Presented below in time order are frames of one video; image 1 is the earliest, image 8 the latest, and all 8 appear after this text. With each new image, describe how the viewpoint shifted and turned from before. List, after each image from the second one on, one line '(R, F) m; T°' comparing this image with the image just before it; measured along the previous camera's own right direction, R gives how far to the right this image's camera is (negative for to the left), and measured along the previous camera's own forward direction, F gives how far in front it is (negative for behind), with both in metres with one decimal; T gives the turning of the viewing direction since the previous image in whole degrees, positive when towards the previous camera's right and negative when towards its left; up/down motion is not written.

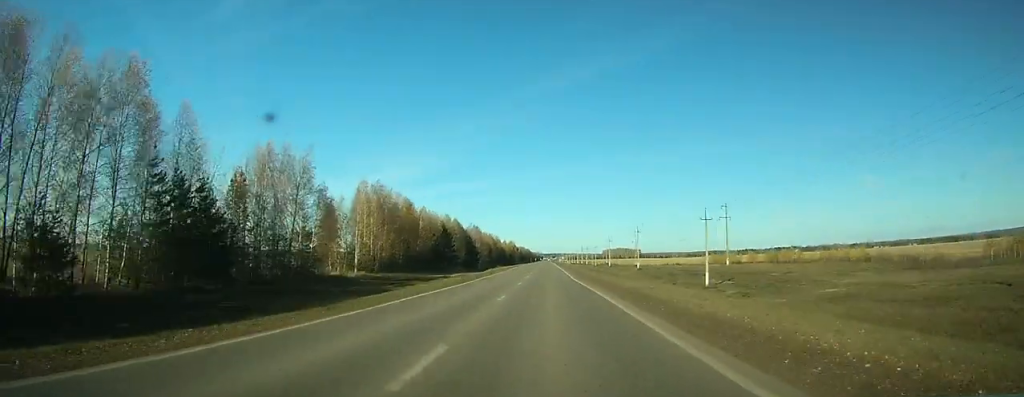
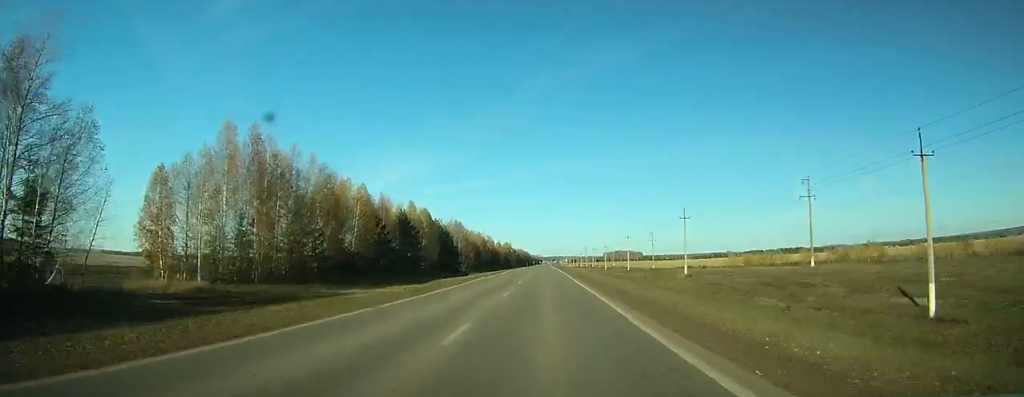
(-0.1, +41.8) m; 0°
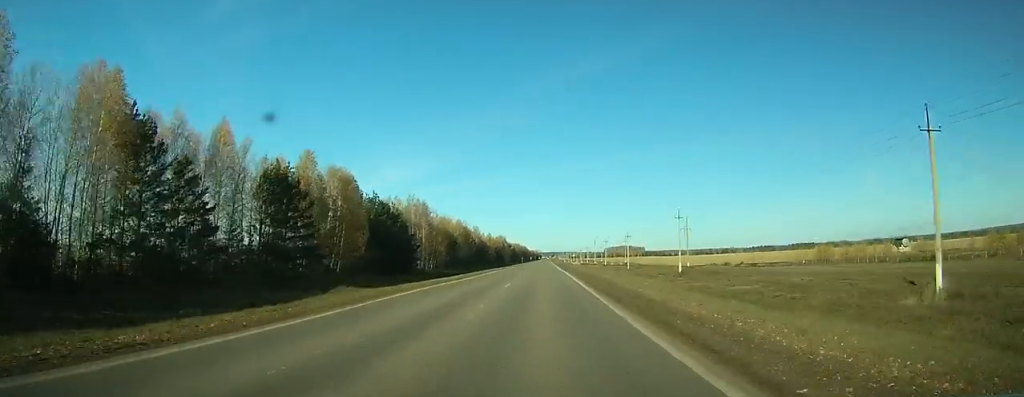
(-0.1, +53.1) m; 0°
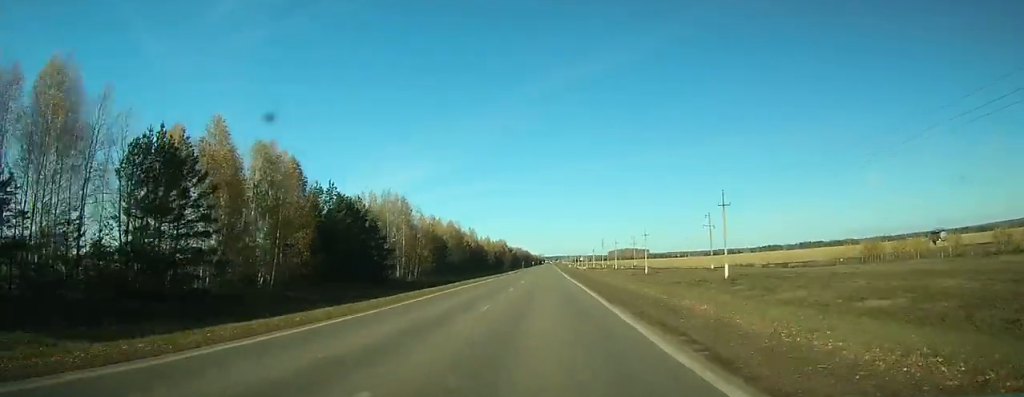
(0.0, +21.0) m; 0°
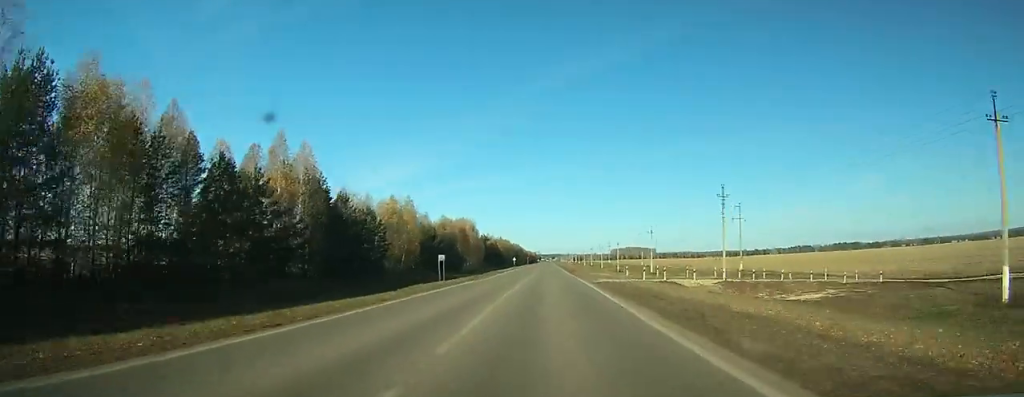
(+0.2, +158.7) m; +1°
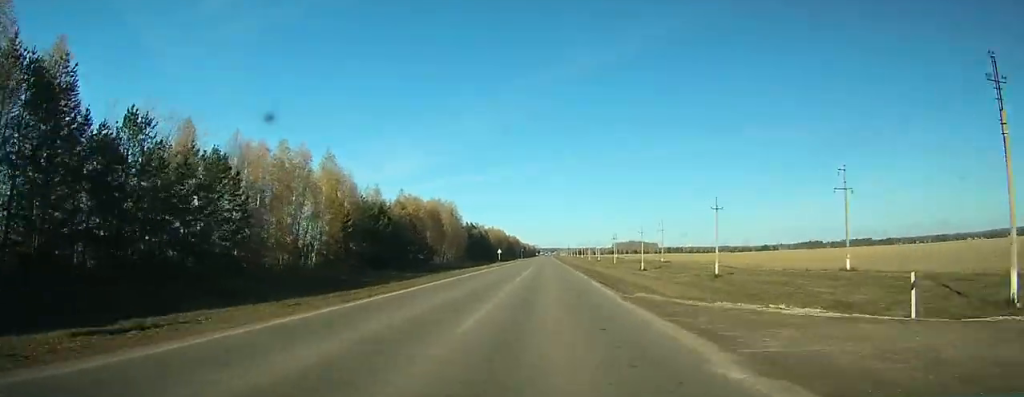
(+0.1, +43.7) m; 0°
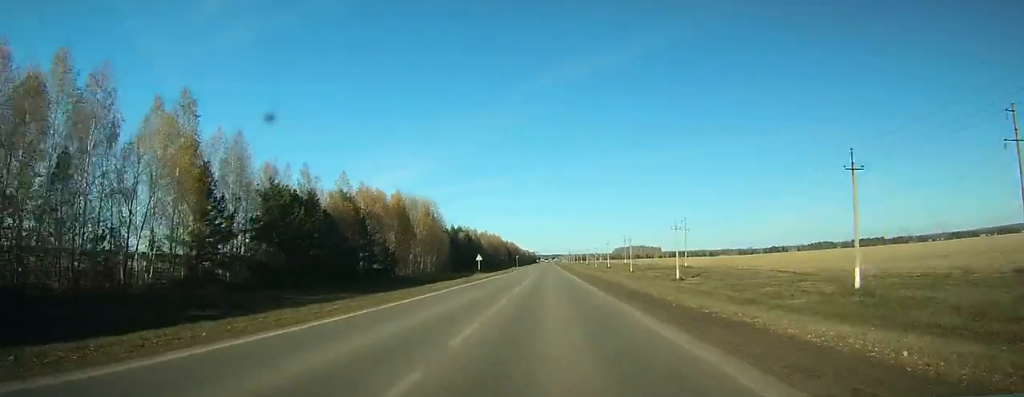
(0.0, +31.8) m; 0°
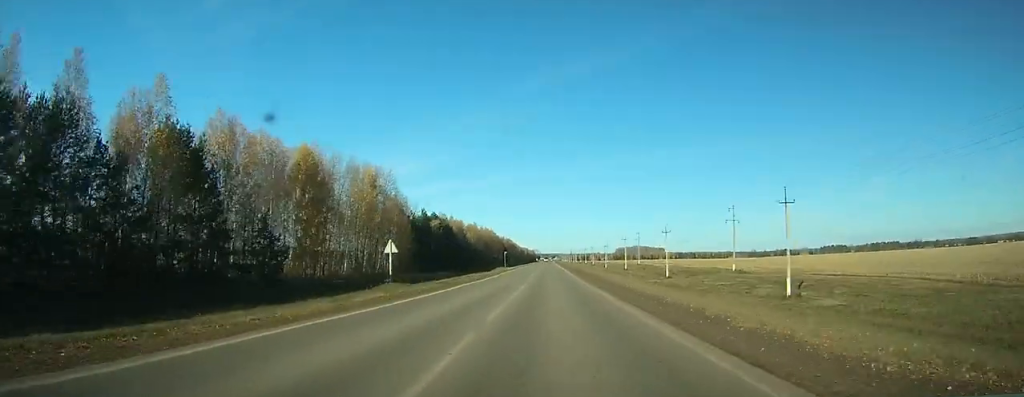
(0.0, +43.7) m; 0°
